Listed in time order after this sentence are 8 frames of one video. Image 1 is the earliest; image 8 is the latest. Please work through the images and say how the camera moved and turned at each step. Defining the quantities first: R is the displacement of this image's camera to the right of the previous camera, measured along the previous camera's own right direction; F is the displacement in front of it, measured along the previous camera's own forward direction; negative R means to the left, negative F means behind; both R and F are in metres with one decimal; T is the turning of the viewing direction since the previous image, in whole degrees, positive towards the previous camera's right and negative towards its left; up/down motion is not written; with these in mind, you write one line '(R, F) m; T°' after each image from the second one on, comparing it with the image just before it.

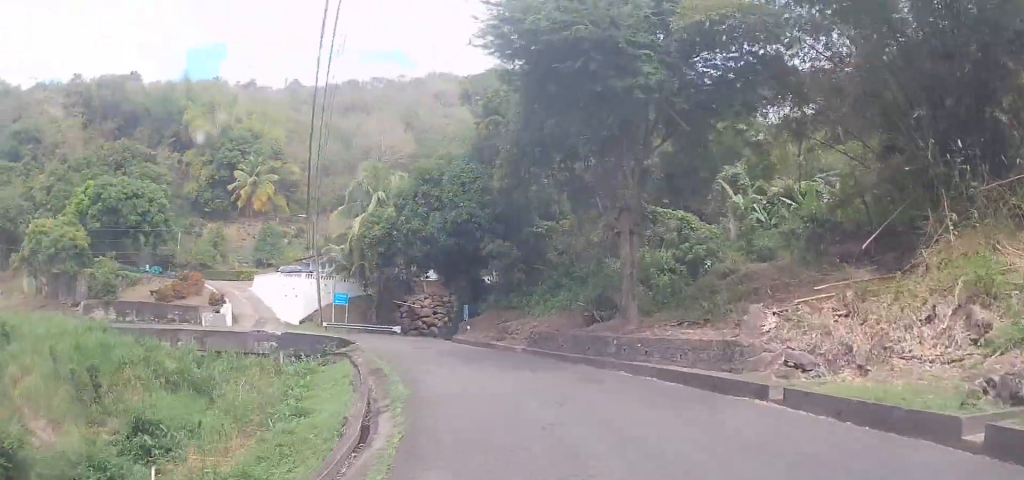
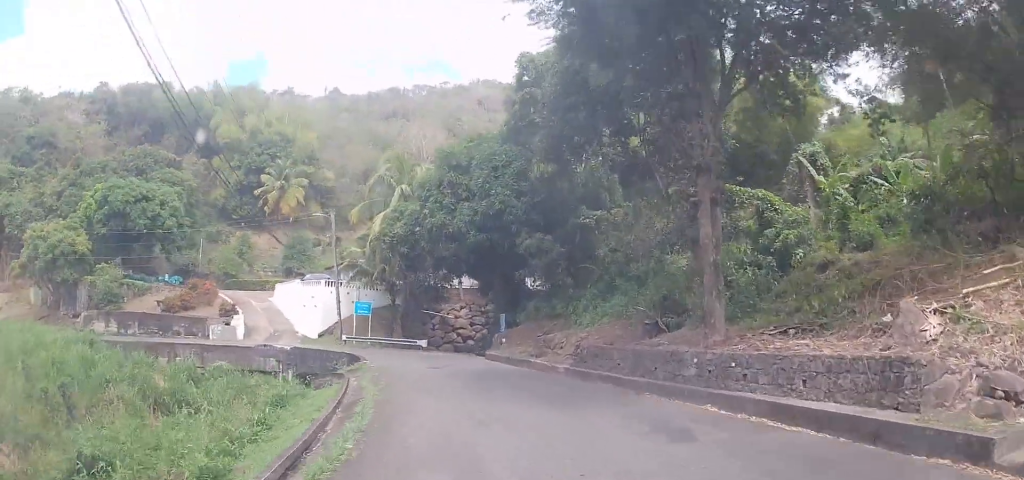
(+0.5, +6.0) m; -2°
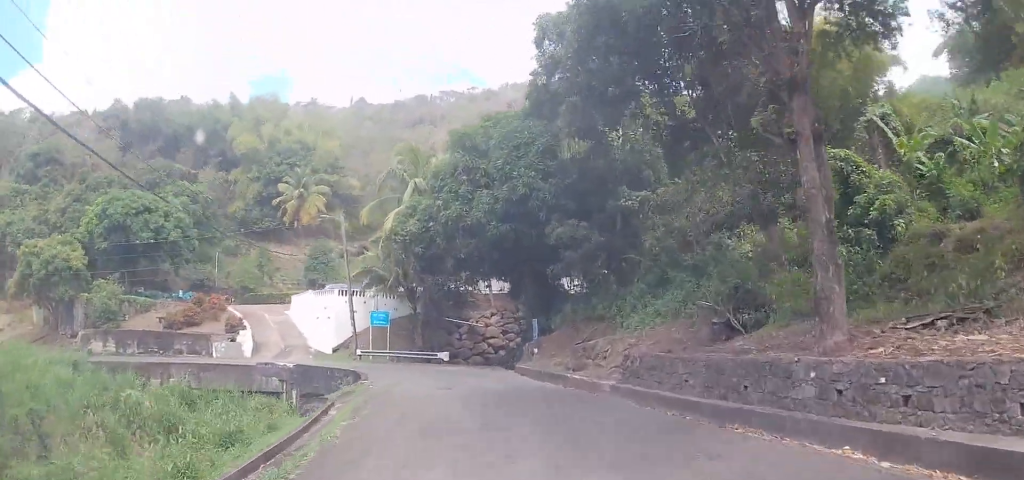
(+0.4, +5.0) m; -3°
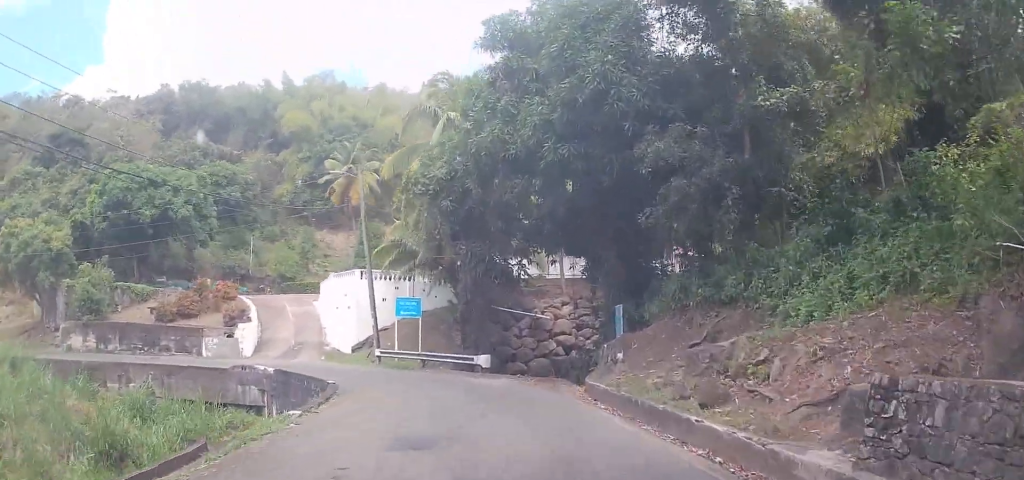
(-1.9, +10.4) m; -13°
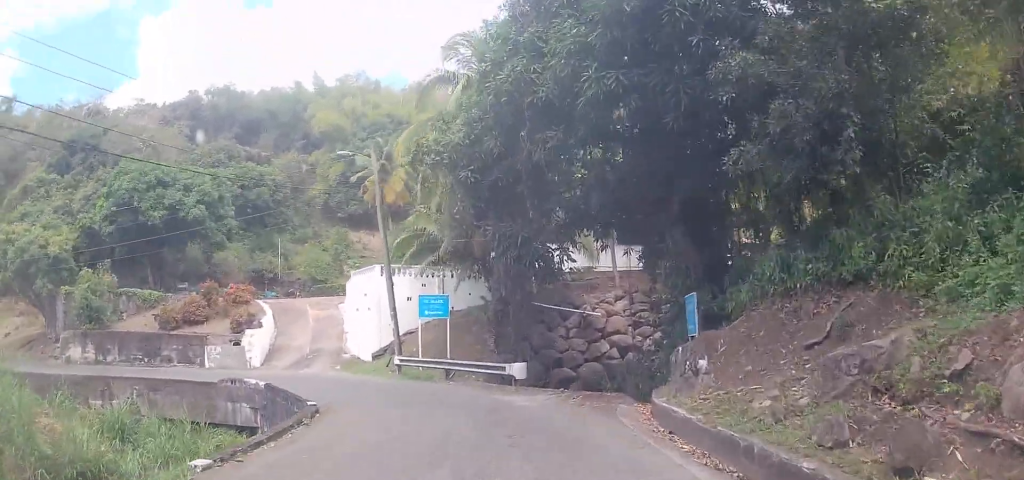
(-0.2, +4.8) m; -2°
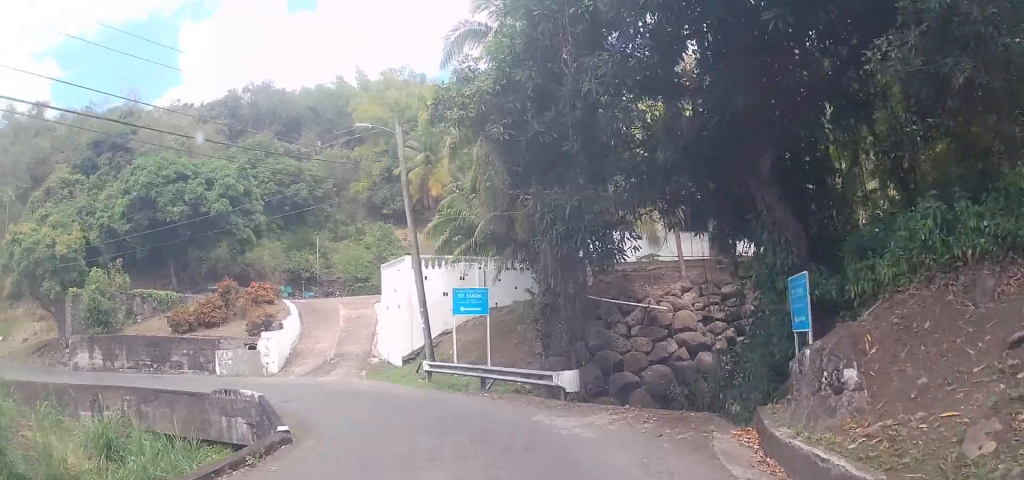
(0.0, +3.9) m; -1°
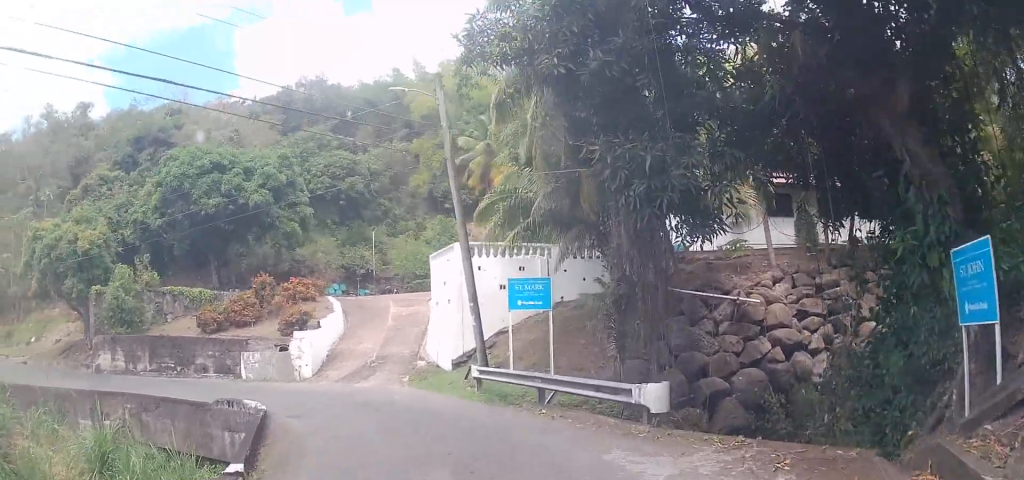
(+0.1, +3.6) m; -1°
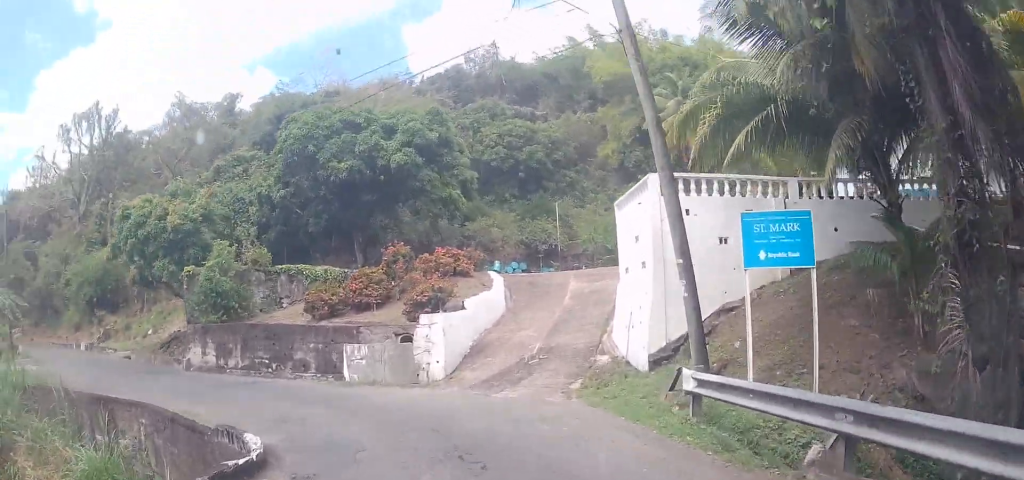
(-0.8, +7.1) m; -29°
